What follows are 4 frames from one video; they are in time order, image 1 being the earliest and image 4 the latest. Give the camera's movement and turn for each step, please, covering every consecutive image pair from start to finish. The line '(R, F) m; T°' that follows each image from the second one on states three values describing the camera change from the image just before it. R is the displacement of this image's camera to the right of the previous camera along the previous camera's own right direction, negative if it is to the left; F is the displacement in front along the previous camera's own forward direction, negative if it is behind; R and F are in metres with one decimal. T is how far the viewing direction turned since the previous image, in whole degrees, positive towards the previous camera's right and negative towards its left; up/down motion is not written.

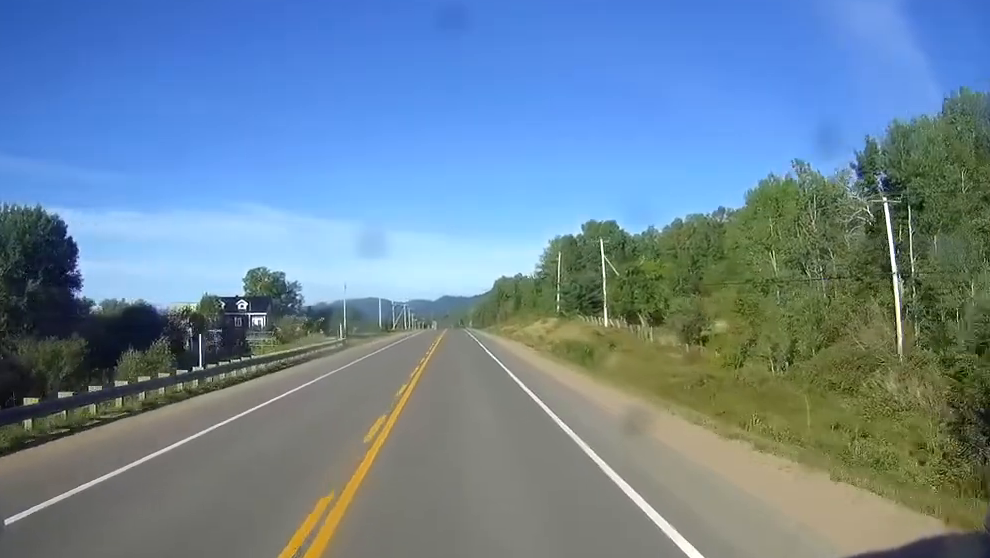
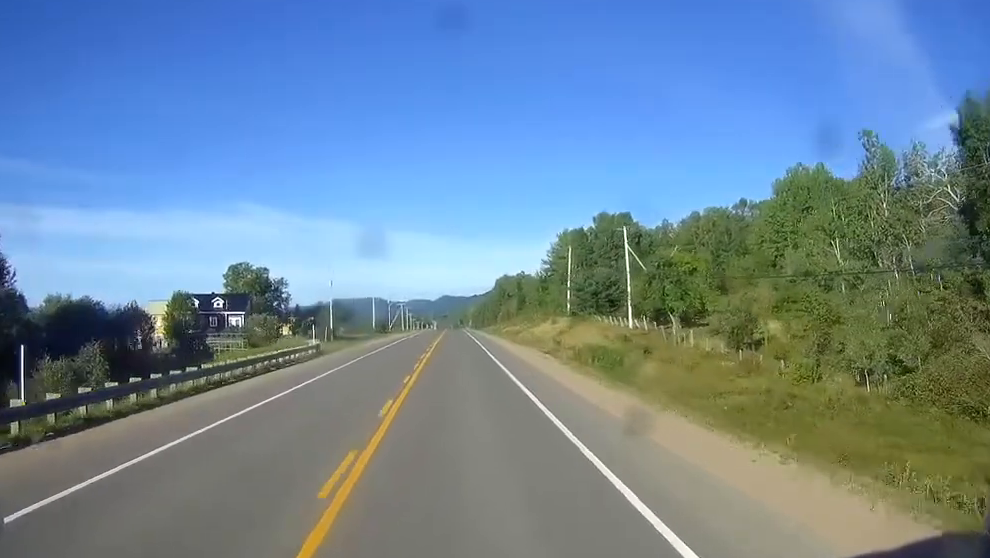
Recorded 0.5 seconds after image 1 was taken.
(0.0, +13.8) m; 0°
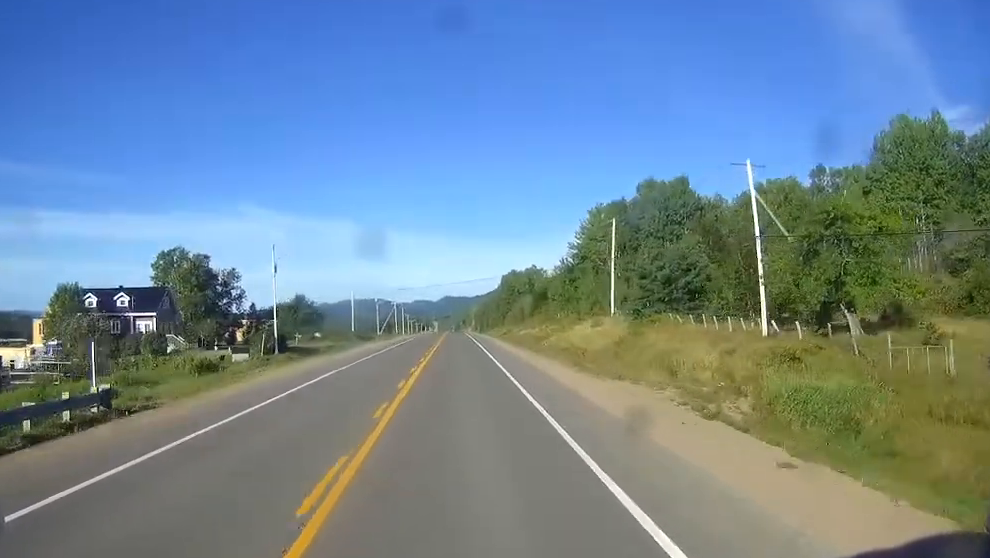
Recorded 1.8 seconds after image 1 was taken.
(0.0, +36.8) m; 0°
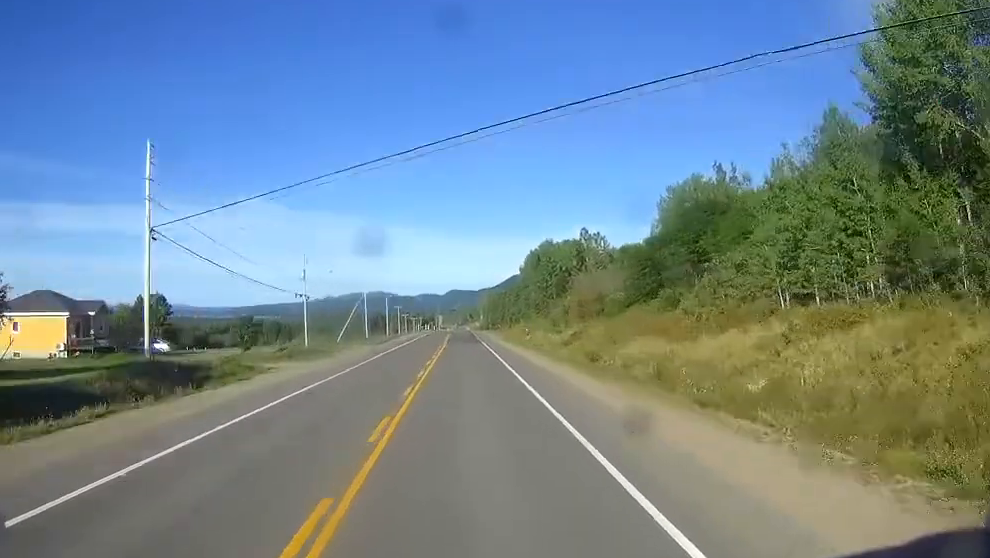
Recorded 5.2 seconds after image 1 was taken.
(-0.4, +92.1) m; -1°
